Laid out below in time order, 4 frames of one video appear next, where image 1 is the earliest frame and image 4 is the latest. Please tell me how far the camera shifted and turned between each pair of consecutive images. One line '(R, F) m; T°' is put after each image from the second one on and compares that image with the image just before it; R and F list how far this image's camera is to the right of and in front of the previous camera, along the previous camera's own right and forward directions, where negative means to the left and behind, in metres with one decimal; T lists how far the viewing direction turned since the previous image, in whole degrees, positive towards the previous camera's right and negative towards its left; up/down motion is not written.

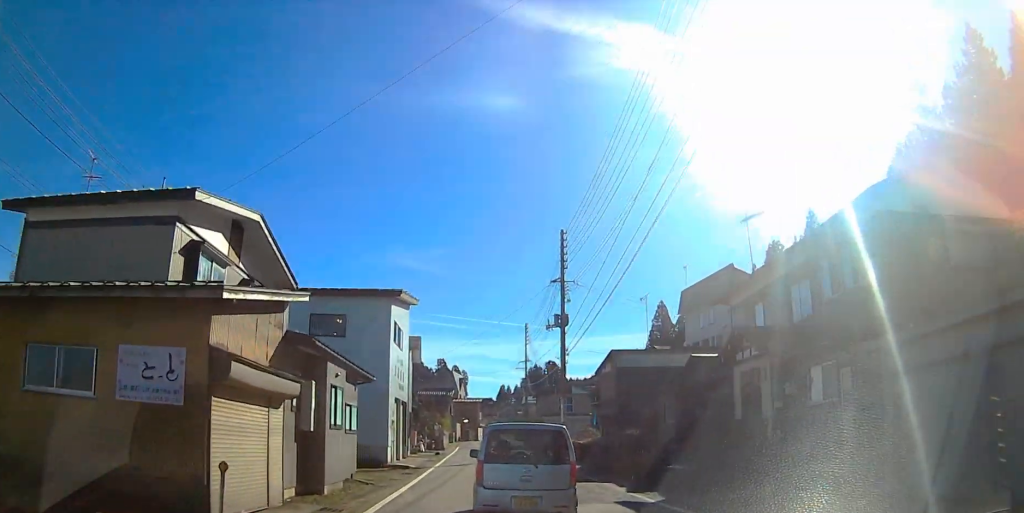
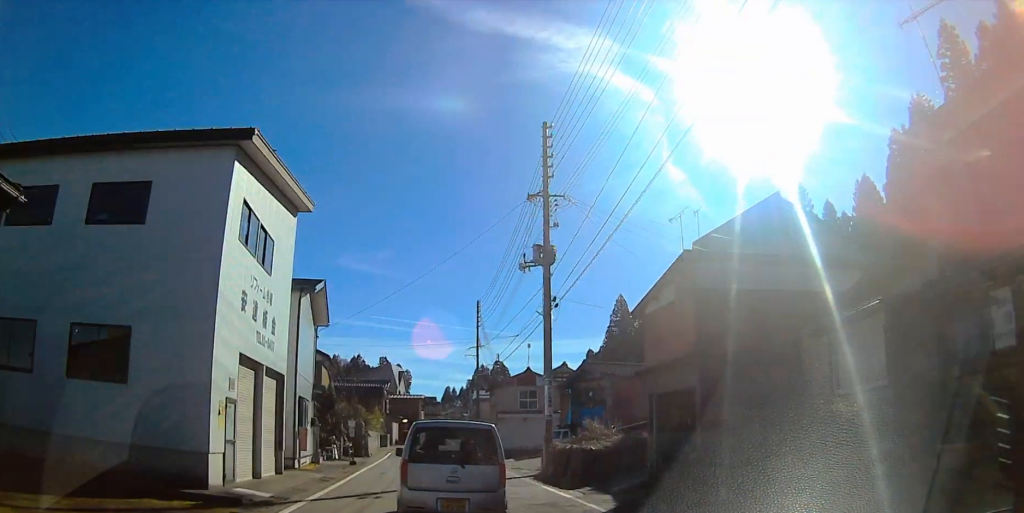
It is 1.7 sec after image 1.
(-0.2, +16.3) m; -1°
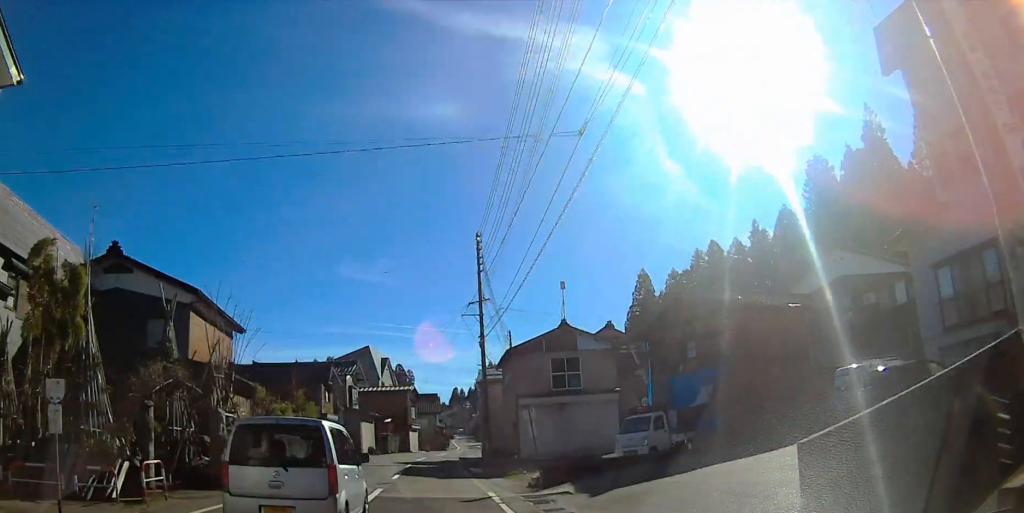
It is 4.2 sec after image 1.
(0.0, +22.6) m; +2°
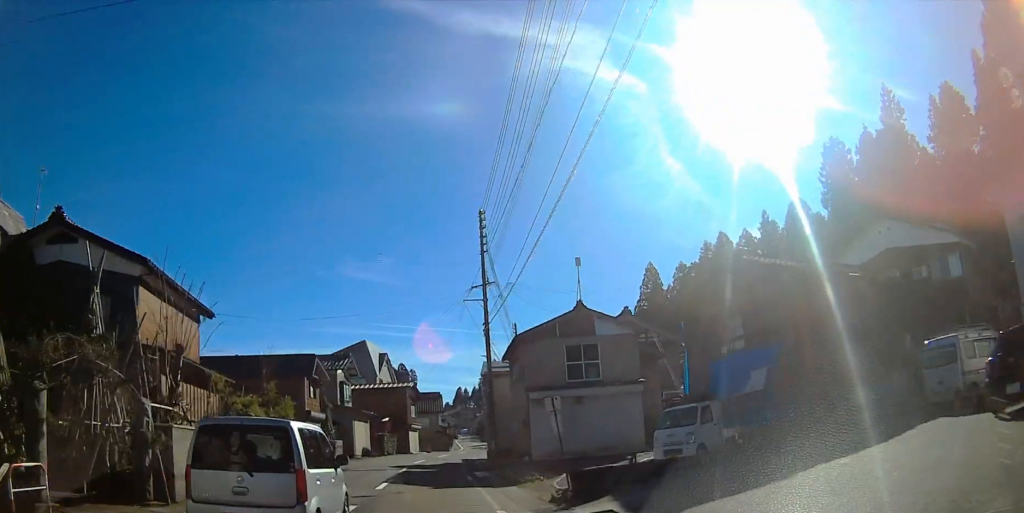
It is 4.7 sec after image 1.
(-0.2, +4.0) m; +2°
